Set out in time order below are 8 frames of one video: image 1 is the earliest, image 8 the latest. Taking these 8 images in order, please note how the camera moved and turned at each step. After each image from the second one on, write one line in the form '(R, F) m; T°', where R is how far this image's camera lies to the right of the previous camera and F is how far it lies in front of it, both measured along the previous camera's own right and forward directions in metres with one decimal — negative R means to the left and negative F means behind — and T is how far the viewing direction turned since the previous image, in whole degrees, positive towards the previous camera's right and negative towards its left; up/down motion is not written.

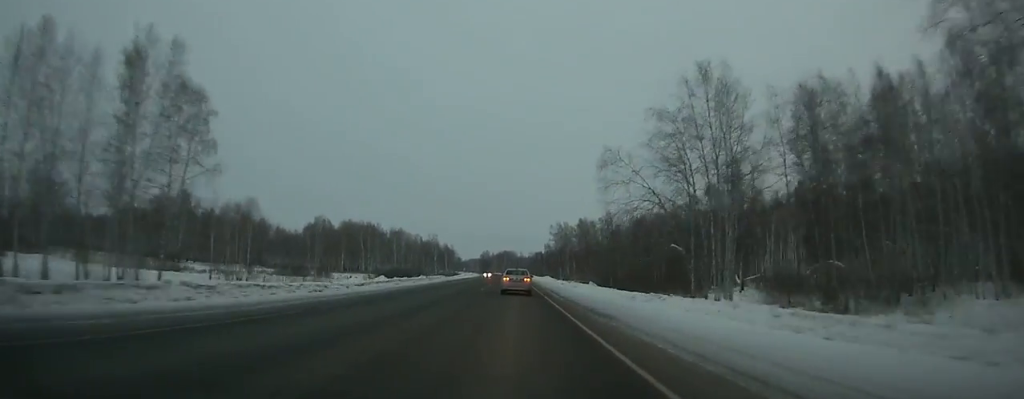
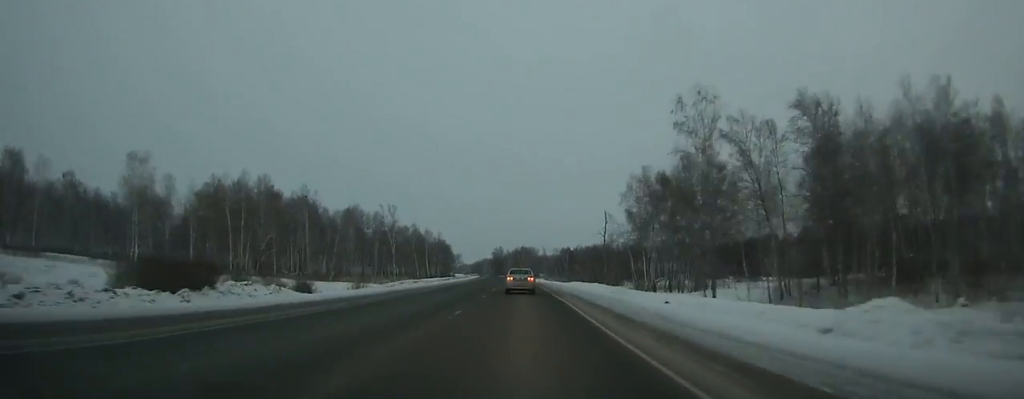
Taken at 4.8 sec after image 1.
(-2.0, +117.4) m; -2°
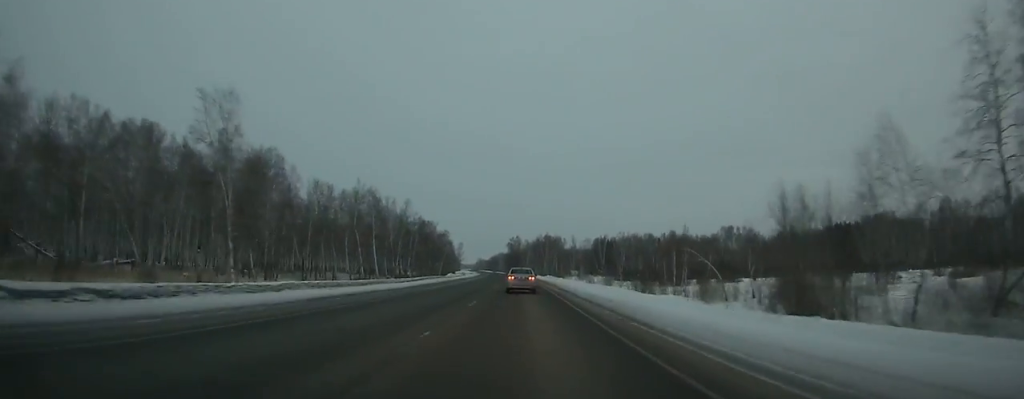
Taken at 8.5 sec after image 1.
(-1.5, +90.4) m; -2°
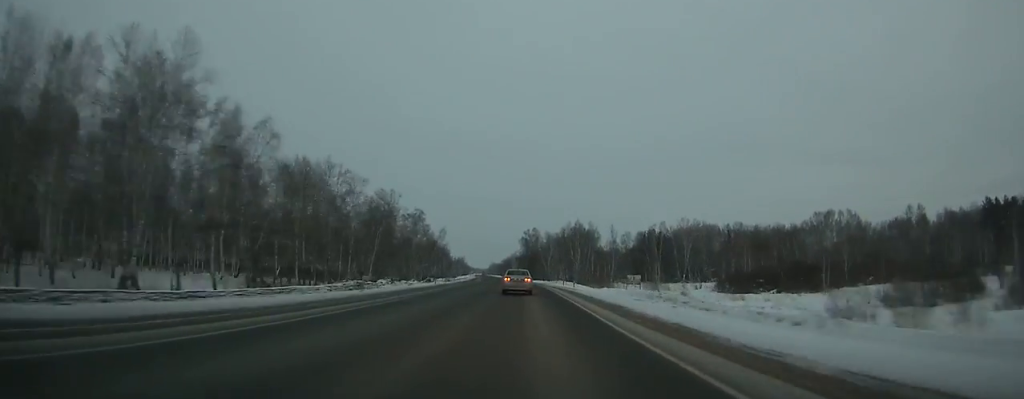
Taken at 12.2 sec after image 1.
(-1.4, +90.3) m; -2°
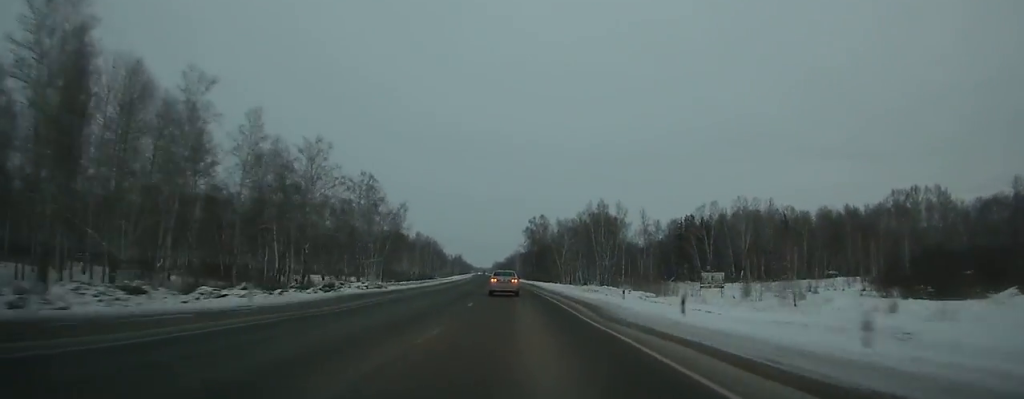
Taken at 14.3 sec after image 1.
(-0.5, +51.3) m; -1°
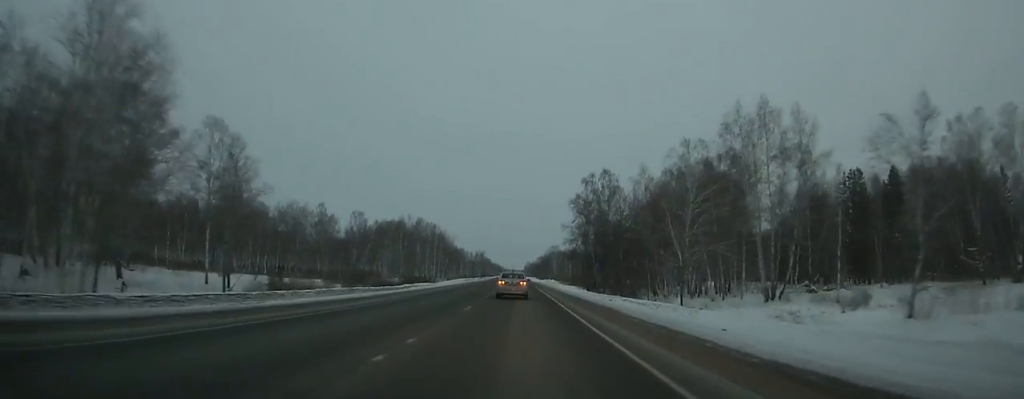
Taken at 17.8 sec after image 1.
(-1.4, +85.2) m; -1°
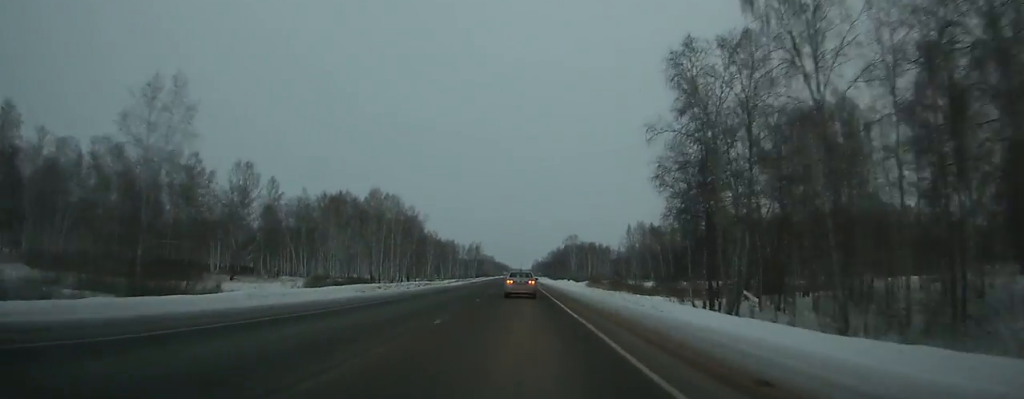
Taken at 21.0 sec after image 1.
(-0.6, +77.1) m; -1°
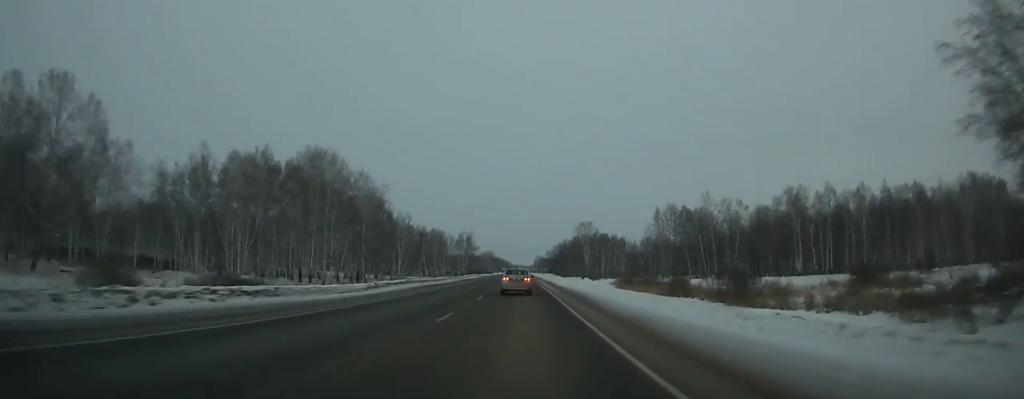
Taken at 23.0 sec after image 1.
(-0.2, +47.5) m; 0°
